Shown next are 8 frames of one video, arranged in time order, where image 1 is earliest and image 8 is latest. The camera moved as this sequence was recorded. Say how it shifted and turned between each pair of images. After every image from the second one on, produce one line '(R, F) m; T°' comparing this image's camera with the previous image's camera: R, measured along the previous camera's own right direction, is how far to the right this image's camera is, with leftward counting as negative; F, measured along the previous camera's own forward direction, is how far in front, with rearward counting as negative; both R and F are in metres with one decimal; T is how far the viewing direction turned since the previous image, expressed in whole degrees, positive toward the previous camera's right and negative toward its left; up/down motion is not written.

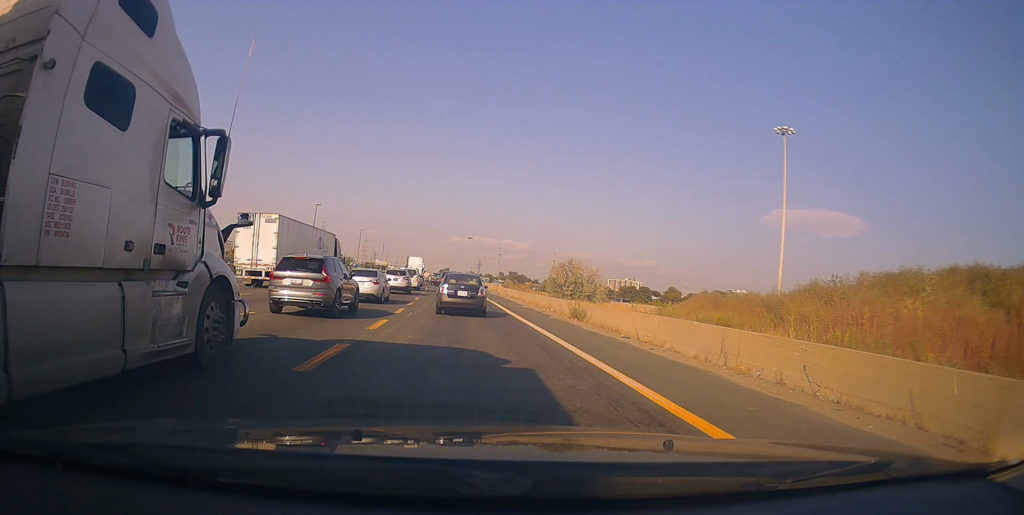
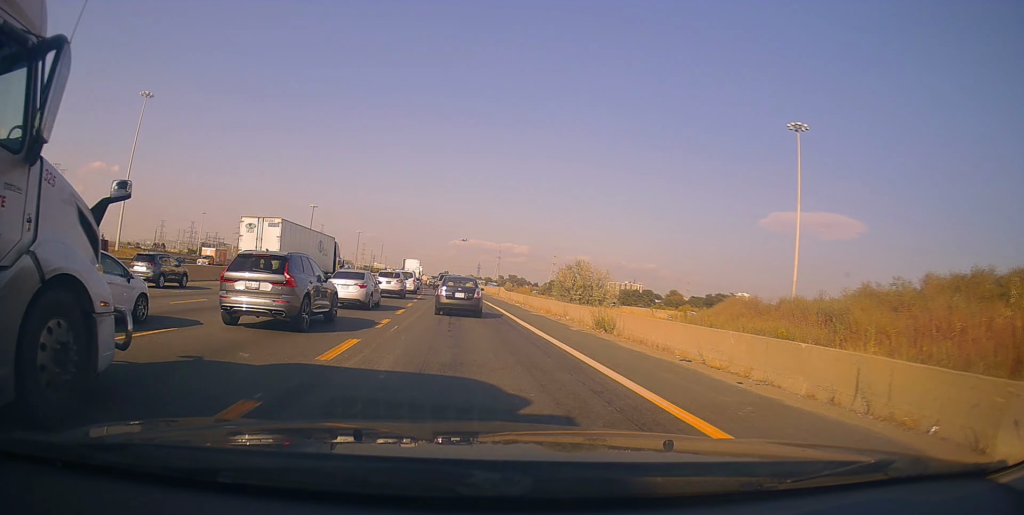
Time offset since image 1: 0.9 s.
(+0.3, +4.3) m; -2°
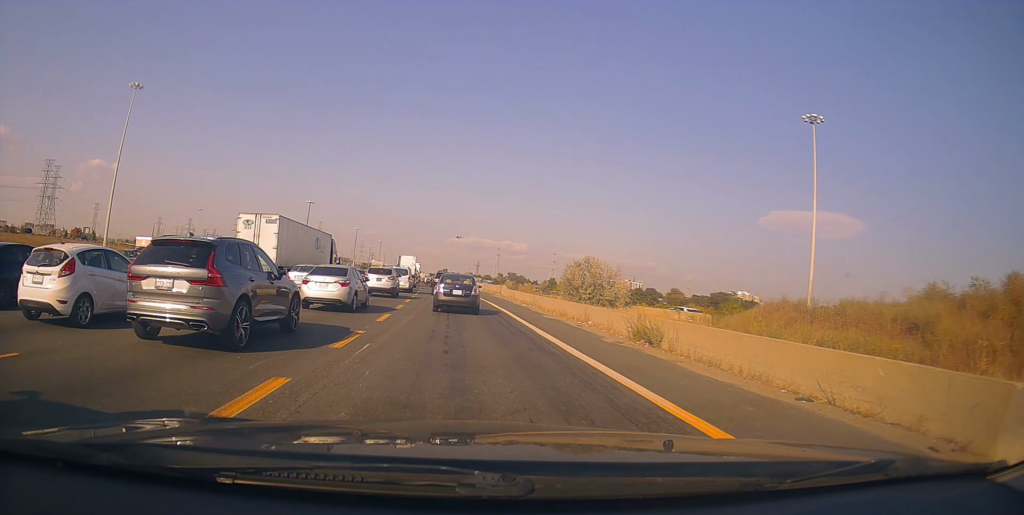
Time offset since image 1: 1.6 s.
(-0.4, +4.4) m; -1°
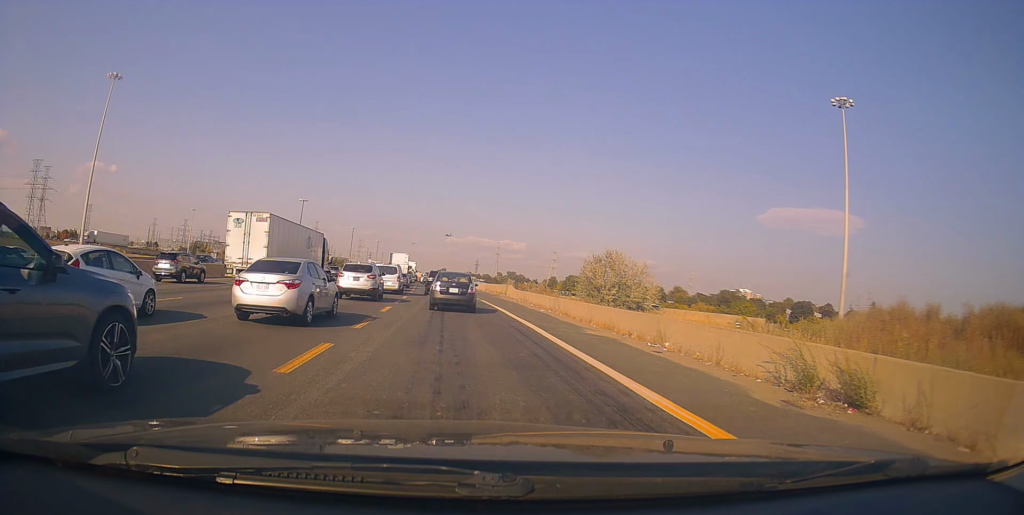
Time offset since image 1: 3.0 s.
(+0.2, +8.2) m; +3°
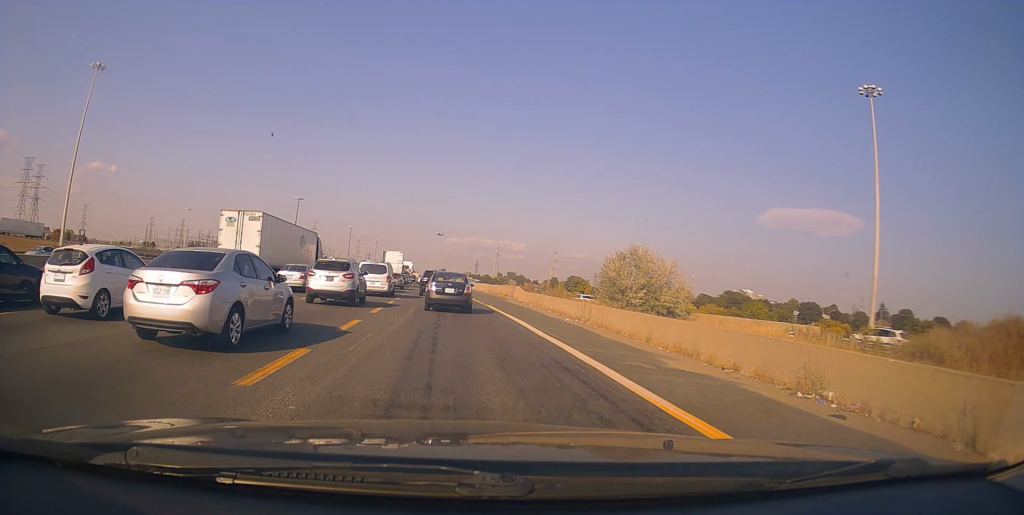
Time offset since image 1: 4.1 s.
(0.0, +6.7) m; 0°
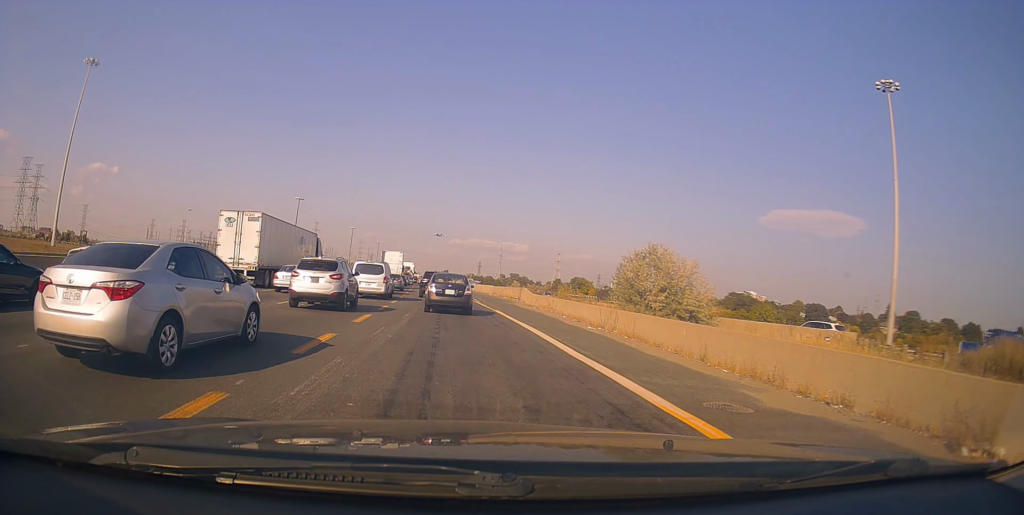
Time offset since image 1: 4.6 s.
(0.0, +3.3) m; -2°
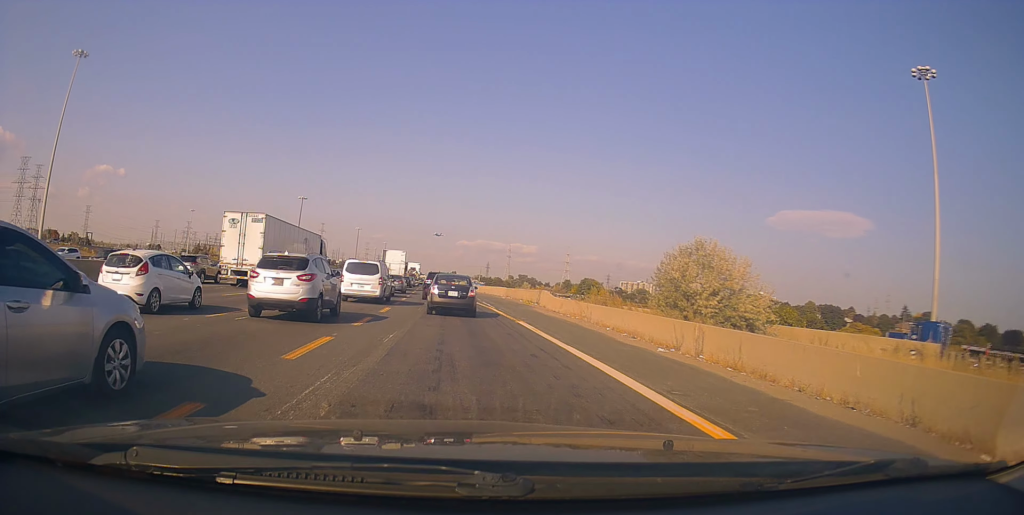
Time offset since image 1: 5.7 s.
(-0.3, +6.3) m; +1°
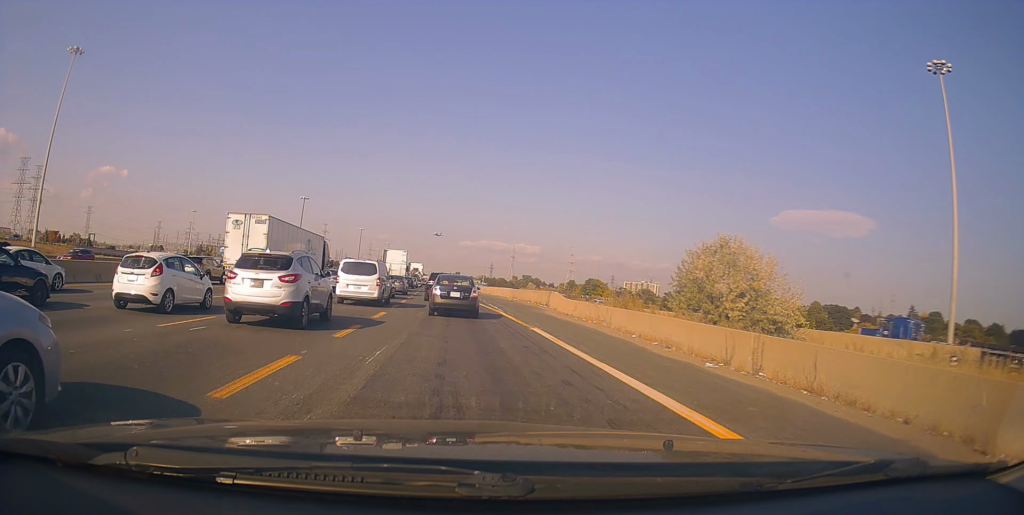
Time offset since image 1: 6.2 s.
(+0.1, +2.5) m; +2°
